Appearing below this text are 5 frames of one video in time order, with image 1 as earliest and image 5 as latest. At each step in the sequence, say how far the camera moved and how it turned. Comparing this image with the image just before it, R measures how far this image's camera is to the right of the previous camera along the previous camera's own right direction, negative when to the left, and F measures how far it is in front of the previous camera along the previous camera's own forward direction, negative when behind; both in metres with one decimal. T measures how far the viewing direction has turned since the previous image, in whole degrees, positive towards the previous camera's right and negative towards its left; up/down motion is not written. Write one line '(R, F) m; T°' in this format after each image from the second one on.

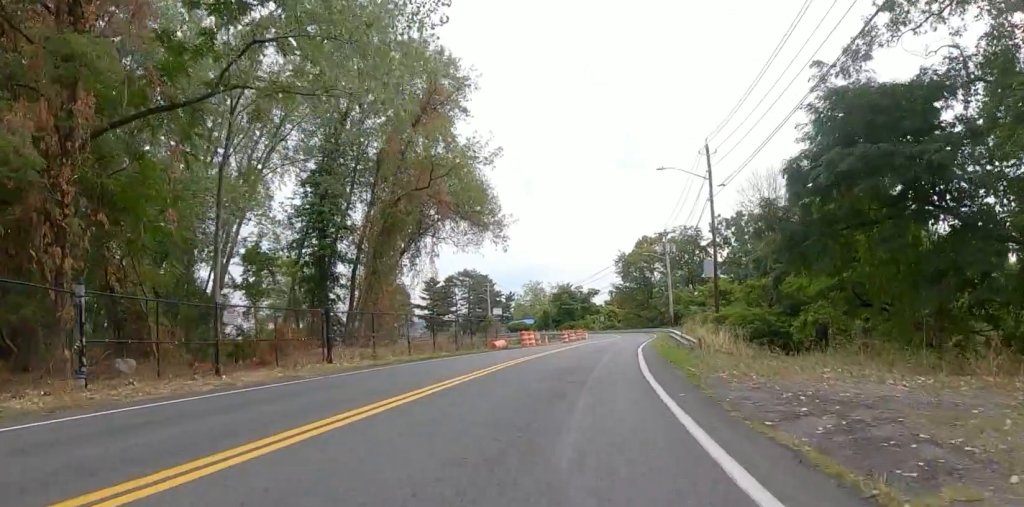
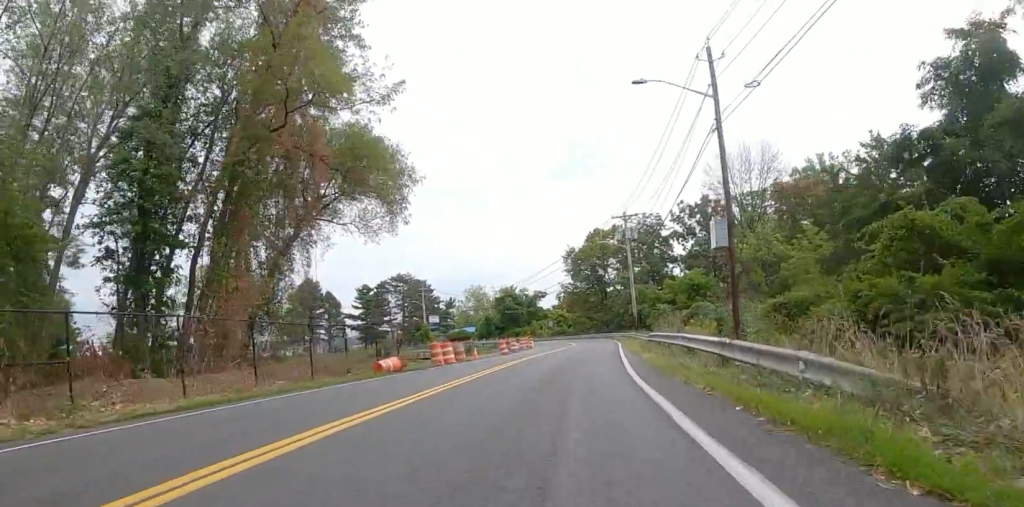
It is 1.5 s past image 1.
(-0.2, +11.9) m; +7°
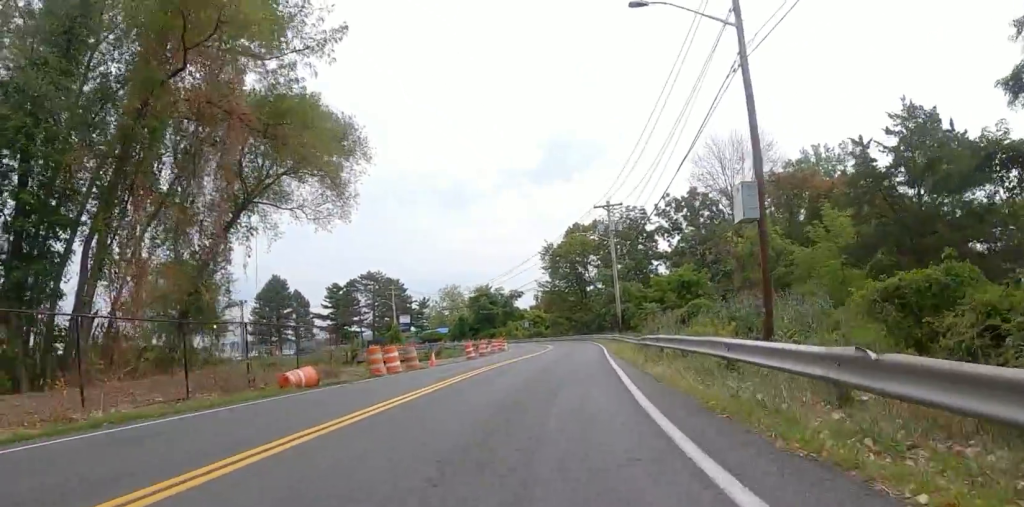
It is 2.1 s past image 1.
(+0.8, +5.2) m; +5°
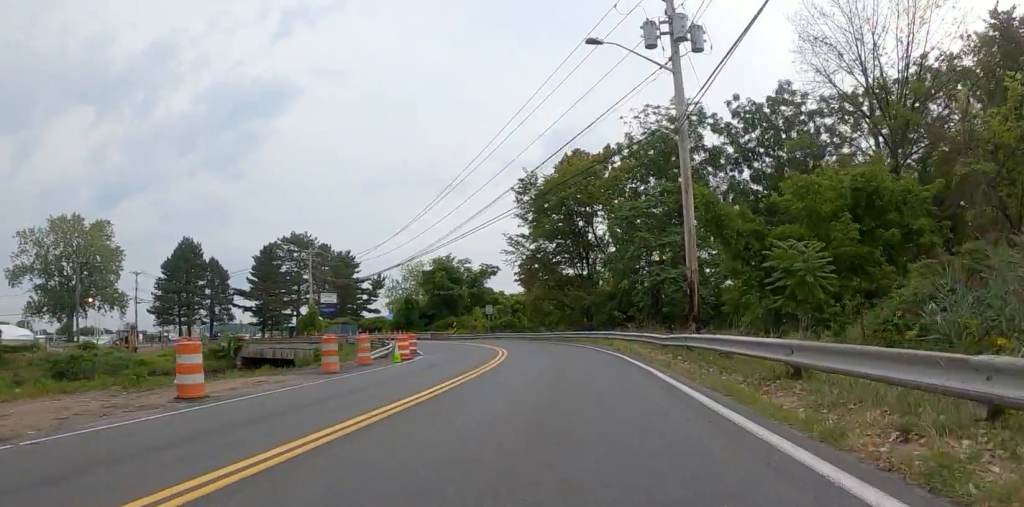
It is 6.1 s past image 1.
(-0.8, +32.0) m; +5°
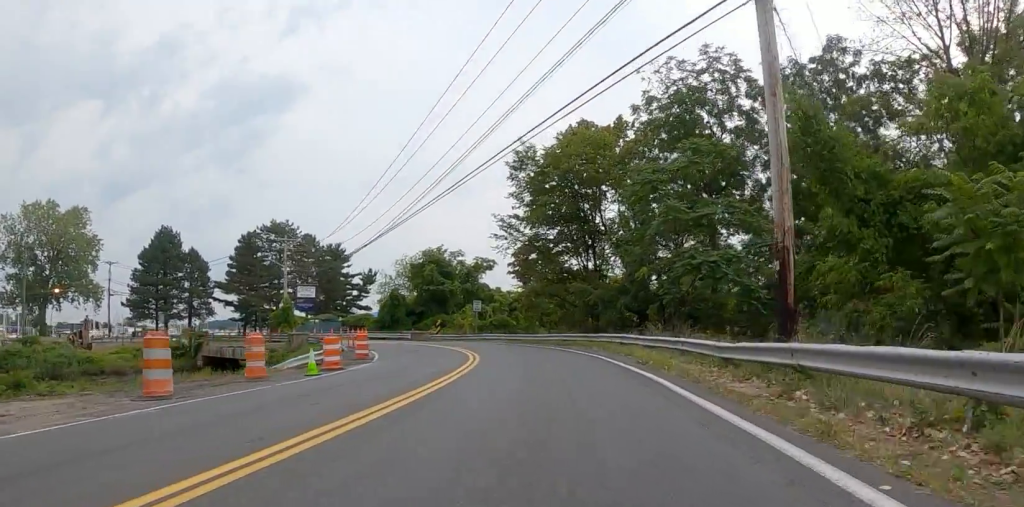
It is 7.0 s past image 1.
(+0.2, +7.7) m; -3°
